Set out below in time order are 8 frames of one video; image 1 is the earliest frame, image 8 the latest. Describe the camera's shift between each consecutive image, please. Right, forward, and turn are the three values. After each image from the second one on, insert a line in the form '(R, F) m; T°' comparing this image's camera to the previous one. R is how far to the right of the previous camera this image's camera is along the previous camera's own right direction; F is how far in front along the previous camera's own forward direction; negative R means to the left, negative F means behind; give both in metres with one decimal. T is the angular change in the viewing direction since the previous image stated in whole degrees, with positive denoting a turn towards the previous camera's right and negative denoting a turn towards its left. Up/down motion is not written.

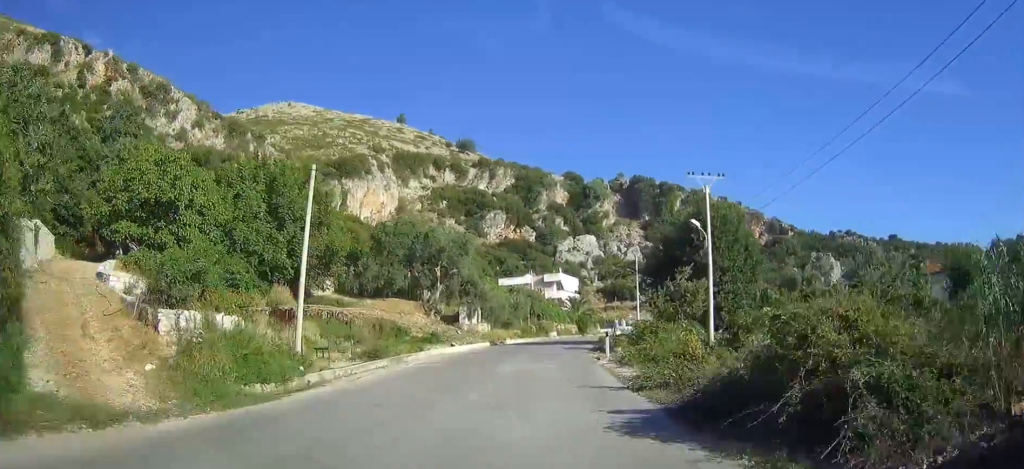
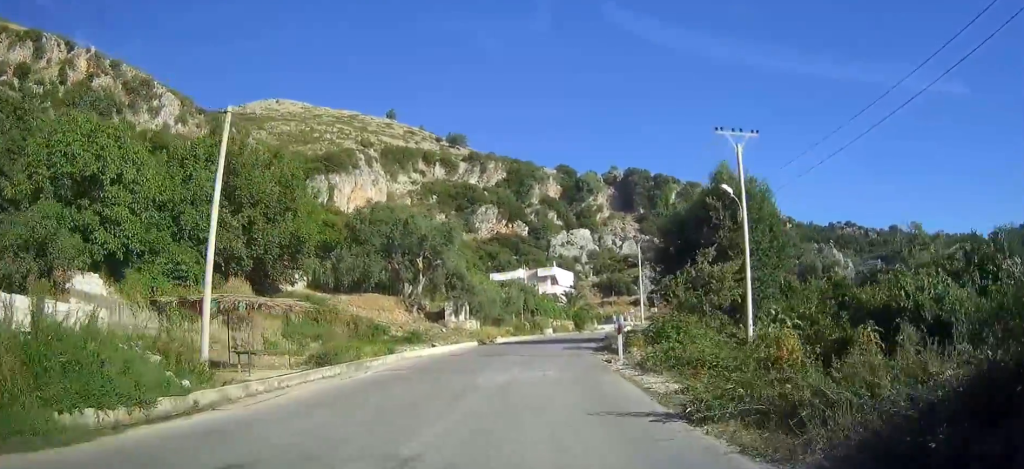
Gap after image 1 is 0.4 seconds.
(+0.1, +6.0) m; +1°
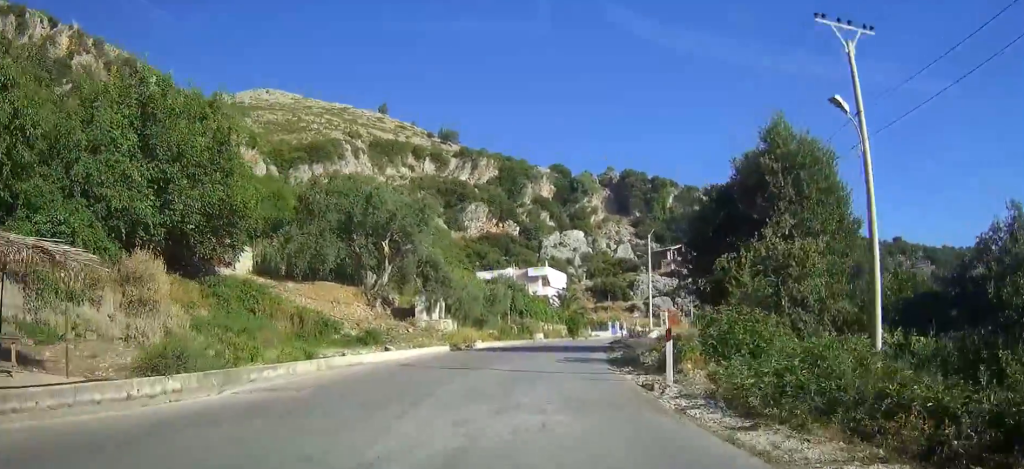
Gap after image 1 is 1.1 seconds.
(-0.1, +9.6) m; +1°
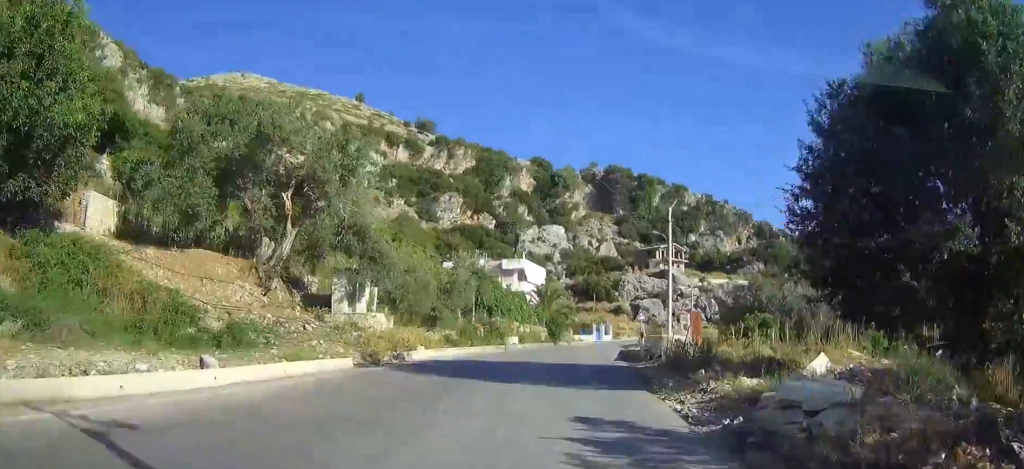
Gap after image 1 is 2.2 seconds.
(+0.4, +14.9) m; +3°
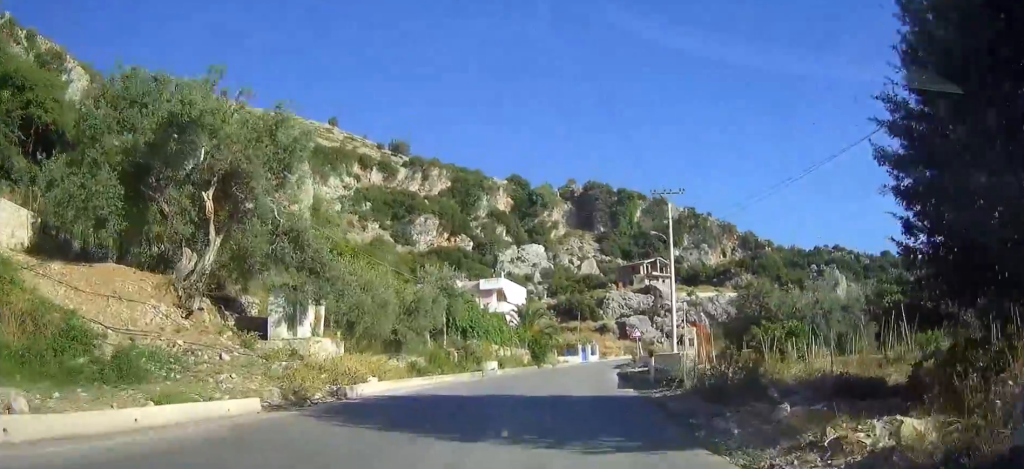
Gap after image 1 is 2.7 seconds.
(+0.1, +5.7) m; +2°
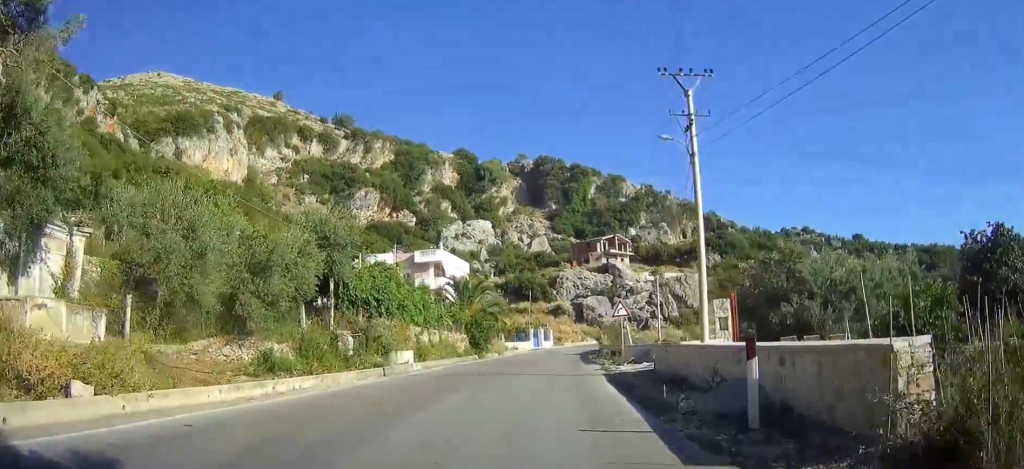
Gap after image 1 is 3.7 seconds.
(+0.4, +13.1) m; +3°
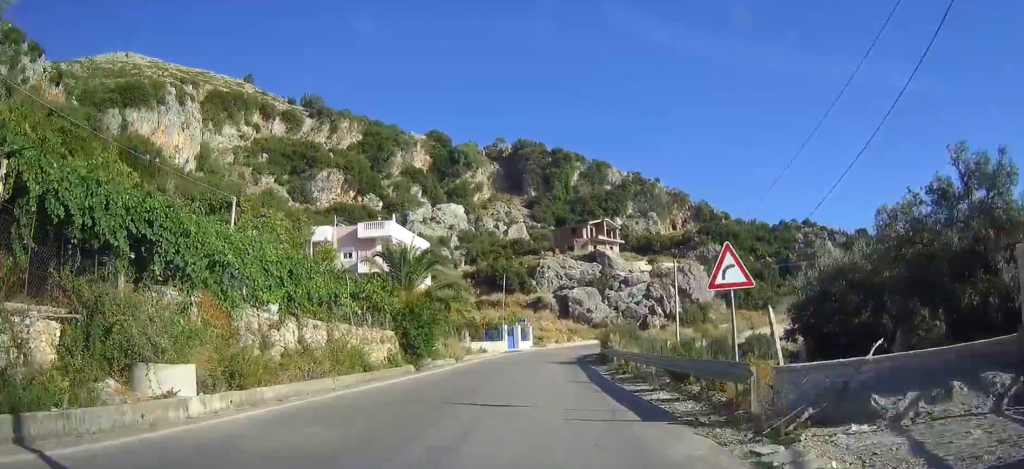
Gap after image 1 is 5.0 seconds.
(+0.4, +17.3) m; +2°
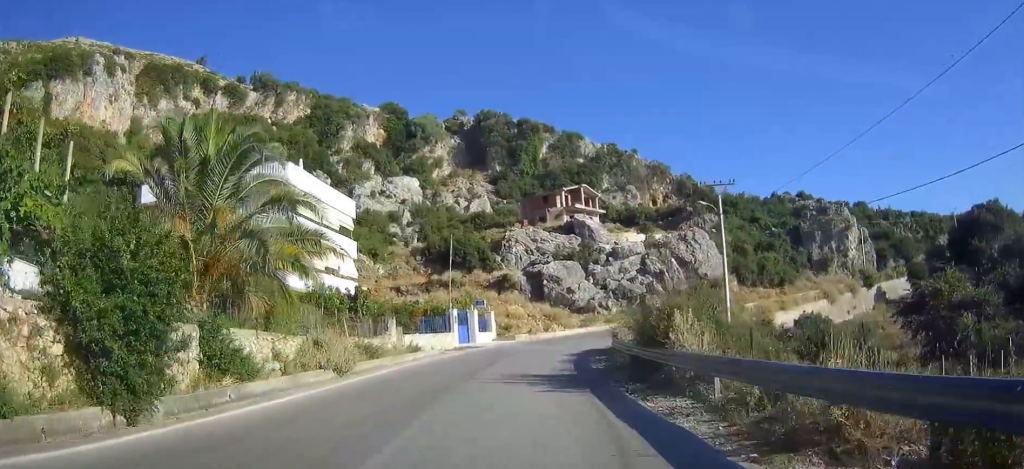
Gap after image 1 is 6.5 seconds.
(+0.6, +19.6) m; +3°
